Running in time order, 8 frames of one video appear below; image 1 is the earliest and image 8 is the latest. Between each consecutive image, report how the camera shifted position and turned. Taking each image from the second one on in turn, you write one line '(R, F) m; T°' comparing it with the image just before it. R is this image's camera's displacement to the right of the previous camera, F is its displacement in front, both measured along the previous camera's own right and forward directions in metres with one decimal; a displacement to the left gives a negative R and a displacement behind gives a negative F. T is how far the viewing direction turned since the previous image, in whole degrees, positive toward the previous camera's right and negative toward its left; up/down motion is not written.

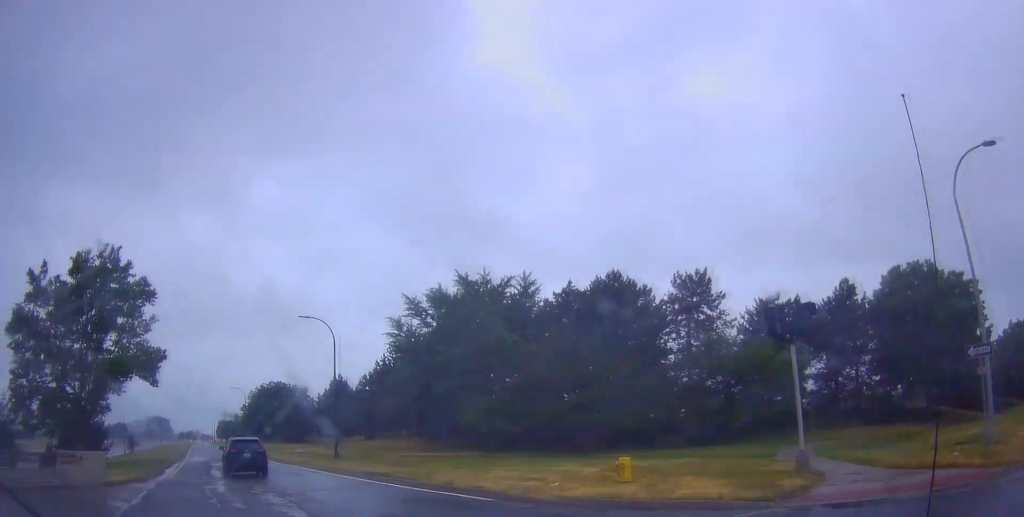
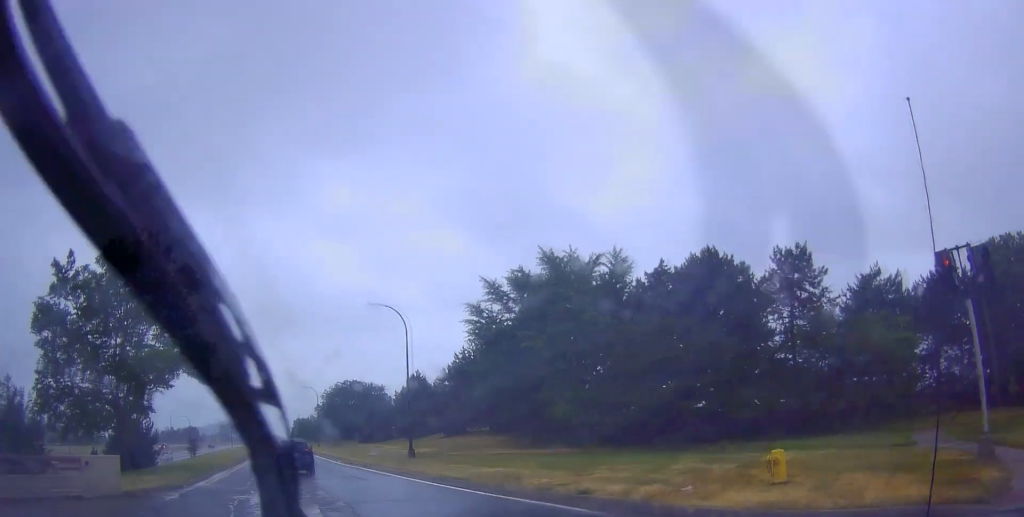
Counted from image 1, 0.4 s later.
(-0.1, +2.7) m; -1°
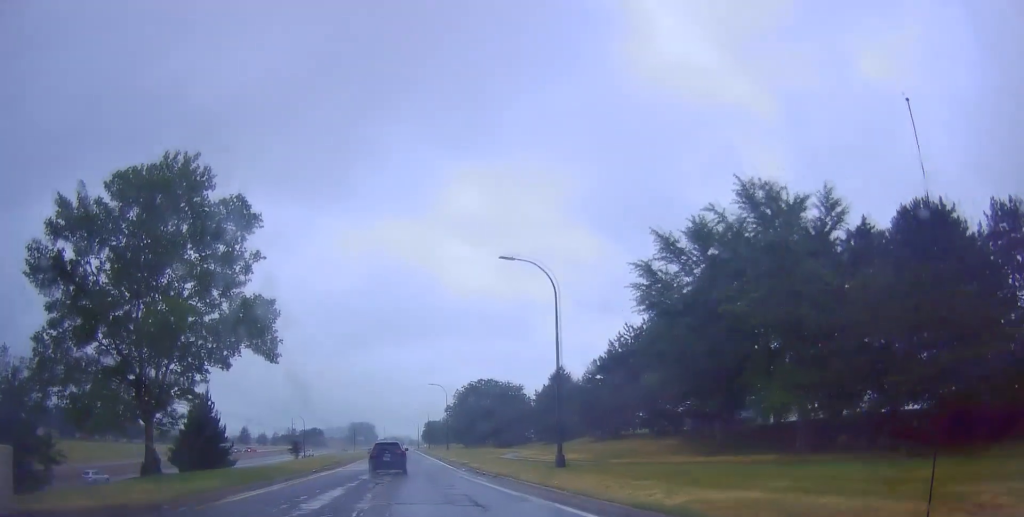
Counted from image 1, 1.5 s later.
(+0.1, +7.0) m; -2°
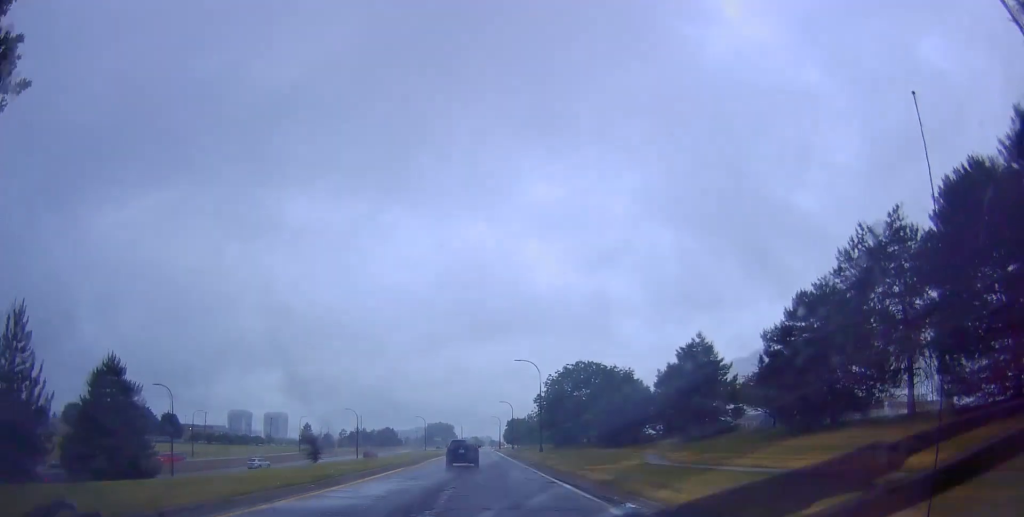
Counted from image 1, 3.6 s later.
(-2.5, +16.2) m; -14°
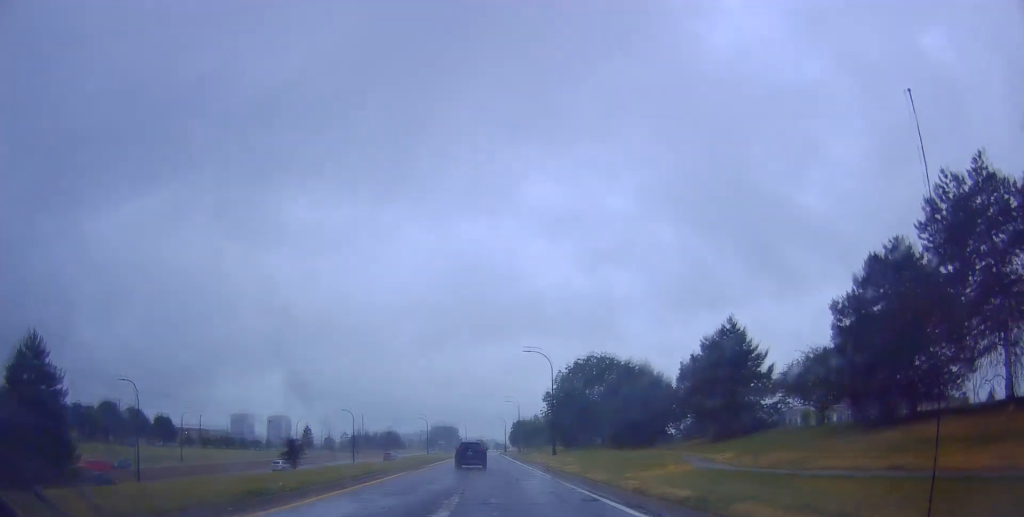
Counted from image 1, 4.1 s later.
(0.0, +4.5) m; 0°
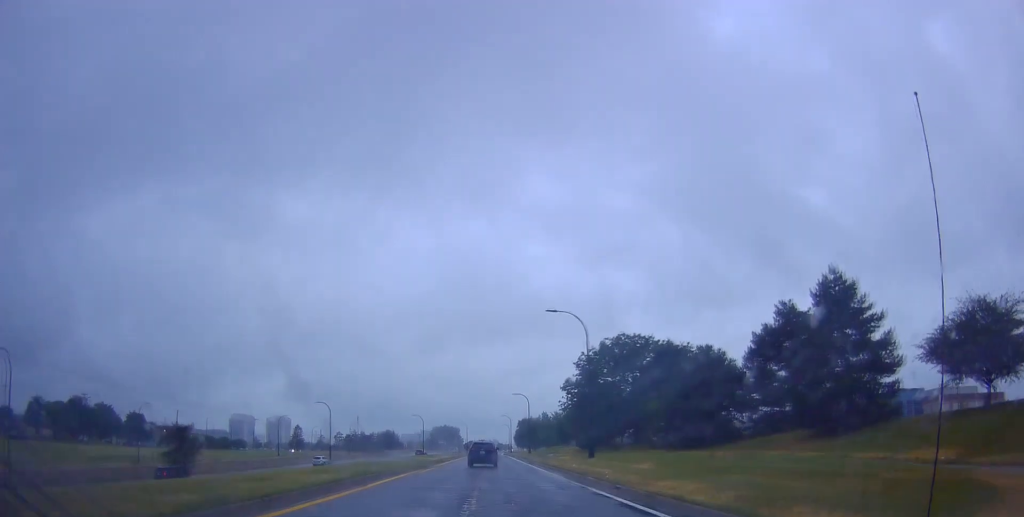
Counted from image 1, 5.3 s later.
(-0.4, +11.2) m; -10°
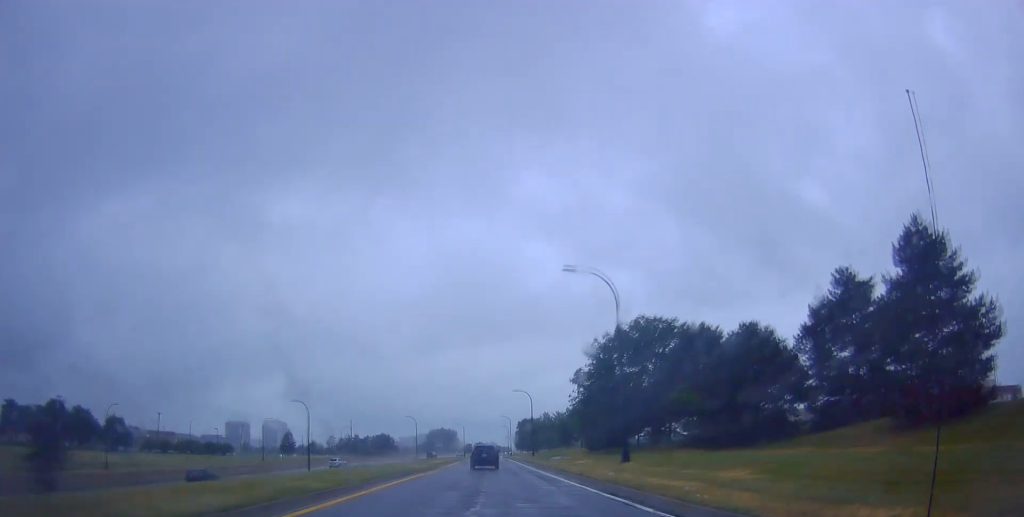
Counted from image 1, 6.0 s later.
(-0.6, +6.7) m; -8°
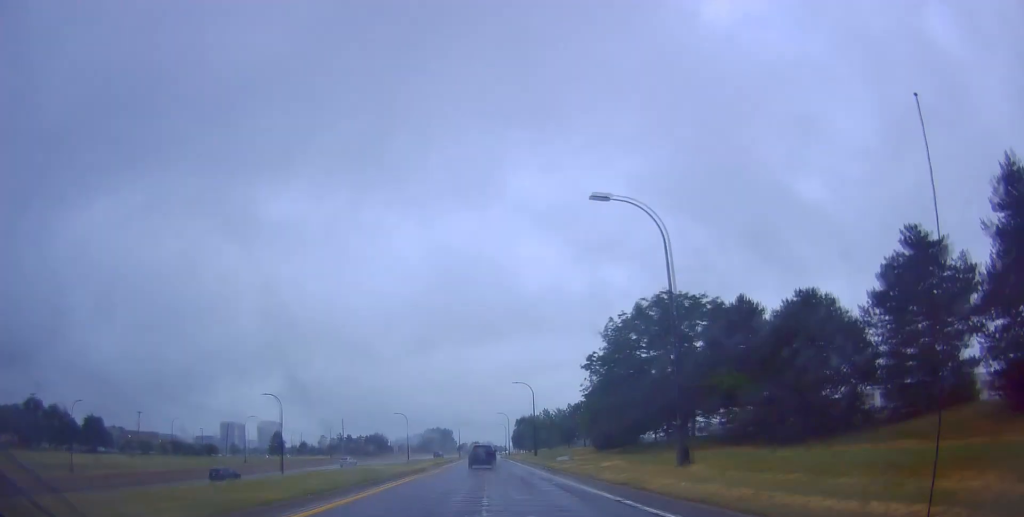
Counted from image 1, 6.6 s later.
(-0.4, +6.6) m; -5°
